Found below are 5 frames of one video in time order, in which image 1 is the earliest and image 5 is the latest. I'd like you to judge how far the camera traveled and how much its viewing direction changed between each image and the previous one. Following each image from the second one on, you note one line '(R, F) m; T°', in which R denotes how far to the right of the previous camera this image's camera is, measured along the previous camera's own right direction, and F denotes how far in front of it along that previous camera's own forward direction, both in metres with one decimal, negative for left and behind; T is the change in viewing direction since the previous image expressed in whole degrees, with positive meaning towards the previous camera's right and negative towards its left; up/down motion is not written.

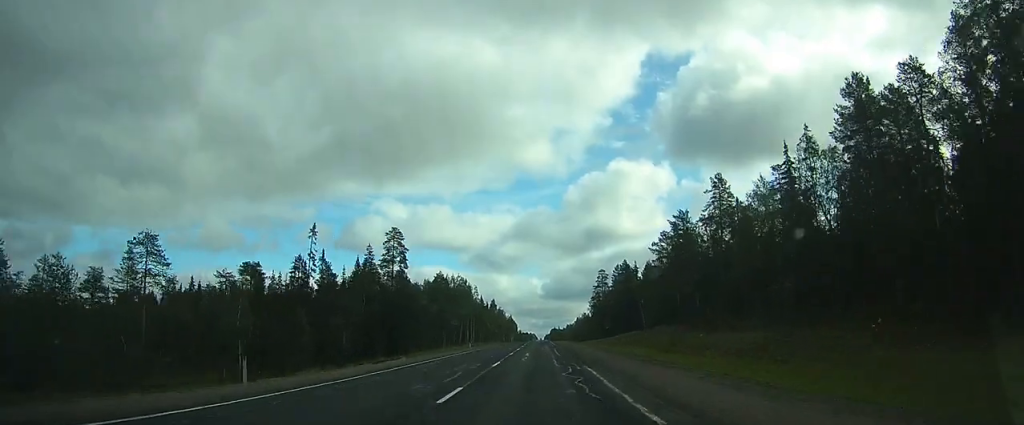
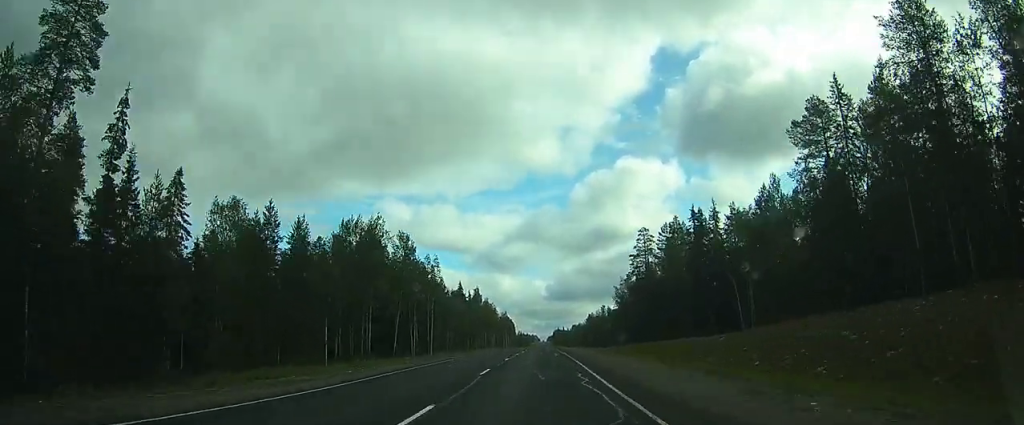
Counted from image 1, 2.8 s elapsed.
(+0.6, +62.4) m; 0°
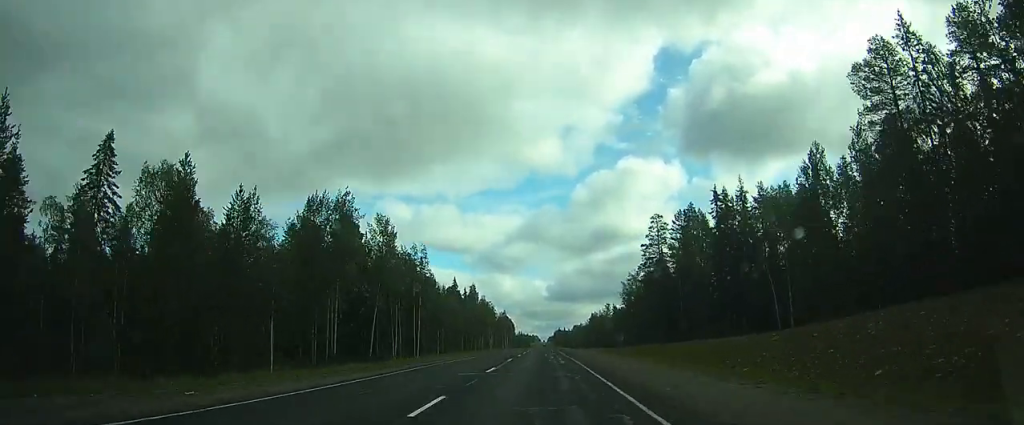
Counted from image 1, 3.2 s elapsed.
(0.0, +10.6) m; 0°
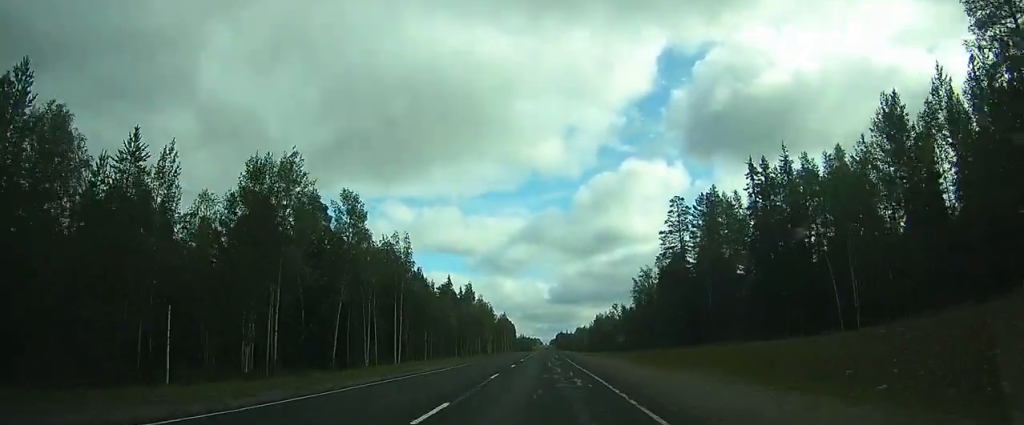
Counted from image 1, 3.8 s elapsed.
(0.0, +12.2) m; 0°
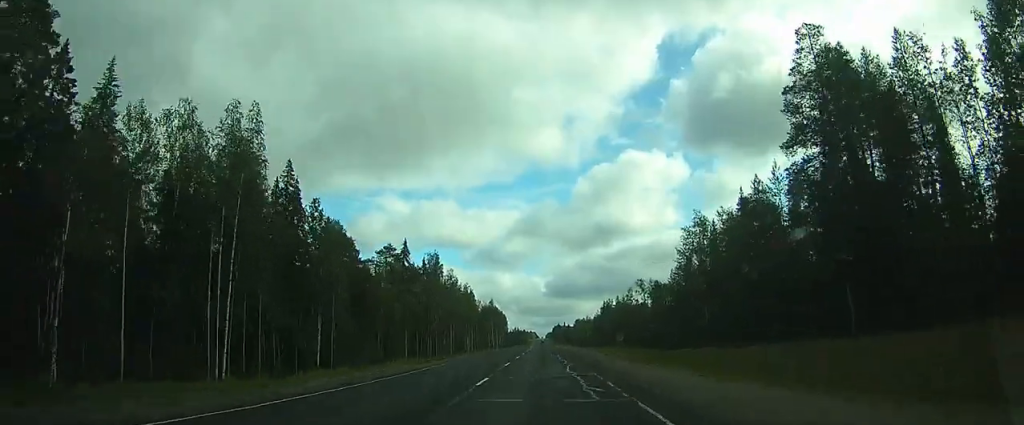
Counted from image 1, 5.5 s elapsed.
(-0.1, +40.4) m; 0°
